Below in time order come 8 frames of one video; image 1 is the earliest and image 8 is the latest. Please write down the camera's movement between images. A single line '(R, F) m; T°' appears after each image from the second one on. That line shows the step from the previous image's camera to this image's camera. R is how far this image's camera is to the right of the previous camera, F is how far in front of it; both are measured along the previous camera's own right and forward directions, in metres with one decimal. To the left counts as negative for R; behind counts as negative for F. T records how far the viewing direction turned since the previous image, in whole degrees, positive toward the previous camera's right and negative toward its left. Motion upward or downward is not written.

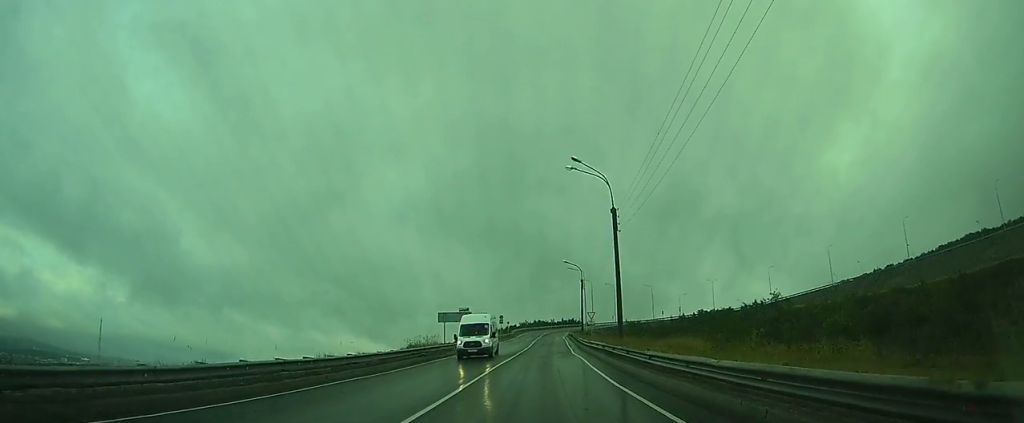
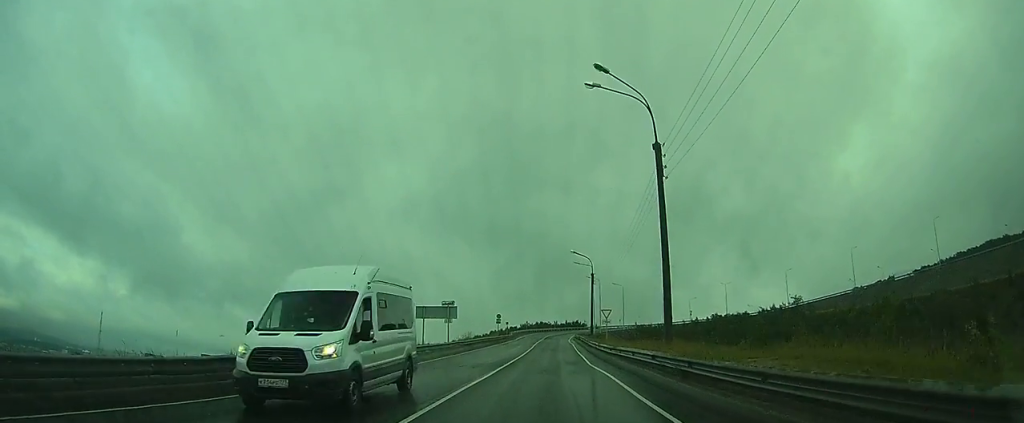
(-0.2, +11.9) m; +1°
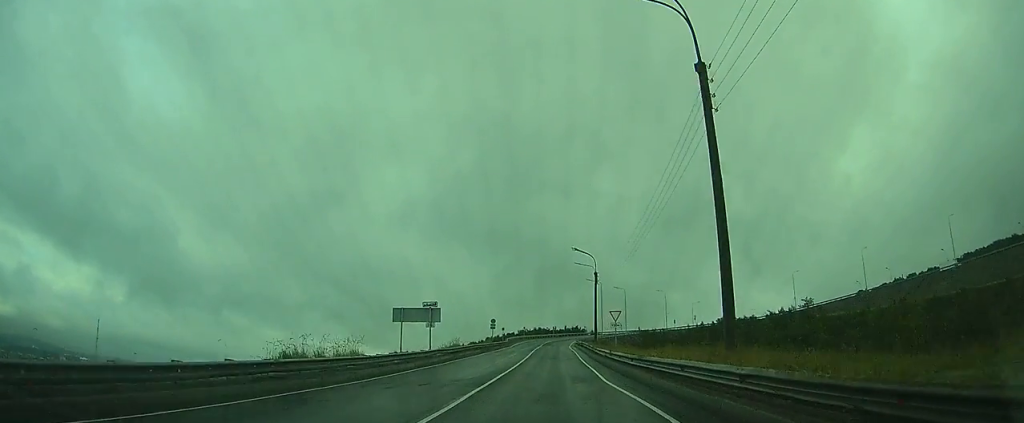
(-0.1, +7.0) m; +1°
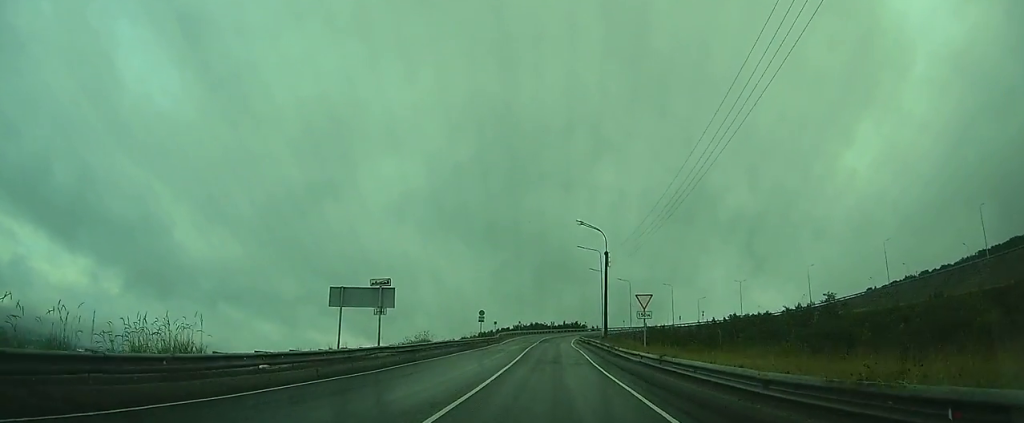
(+0.6, +12.2) m; +3°
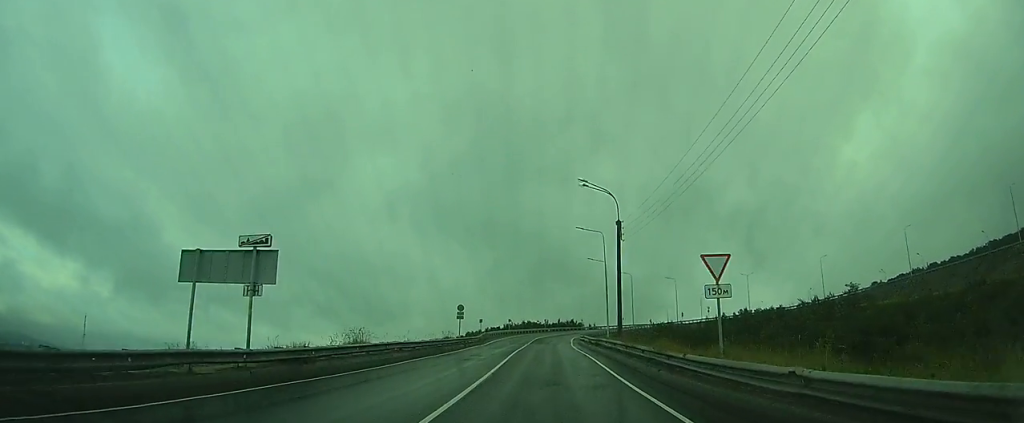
(+0.1, +12.5) m; 0°
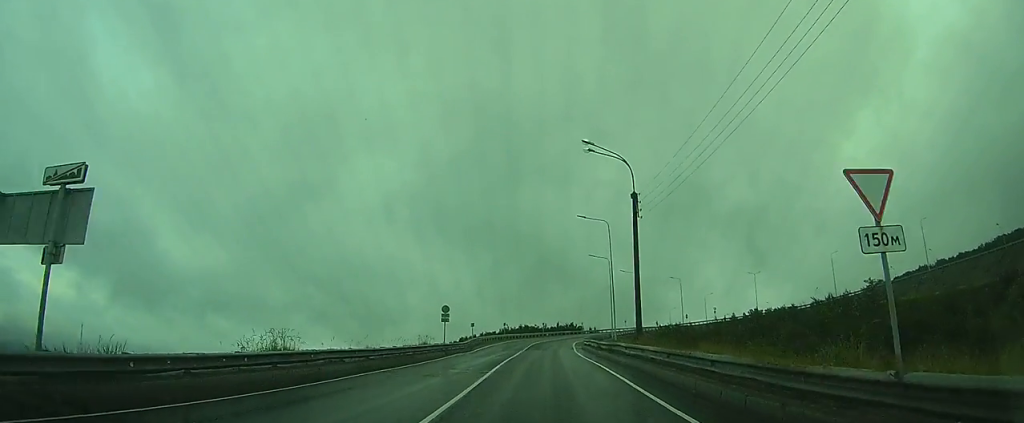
(0.0, +7.8) m; 0°
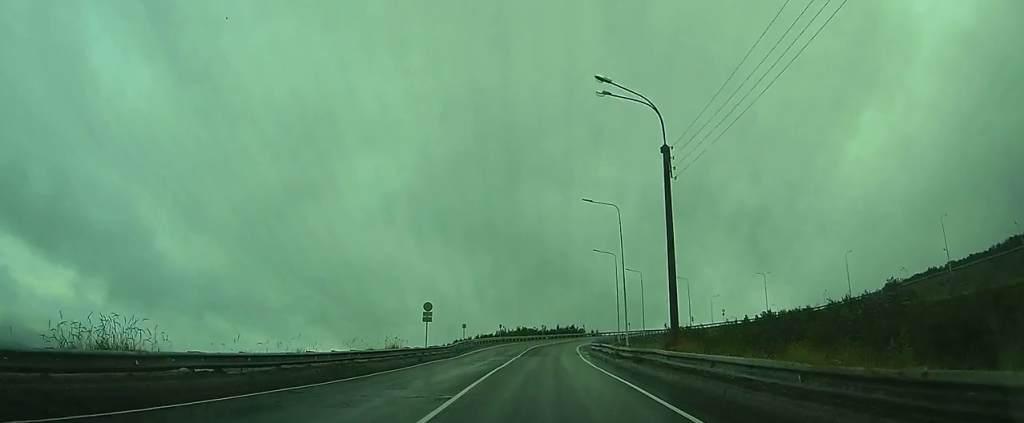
(0.0, +7.7) m; 0°
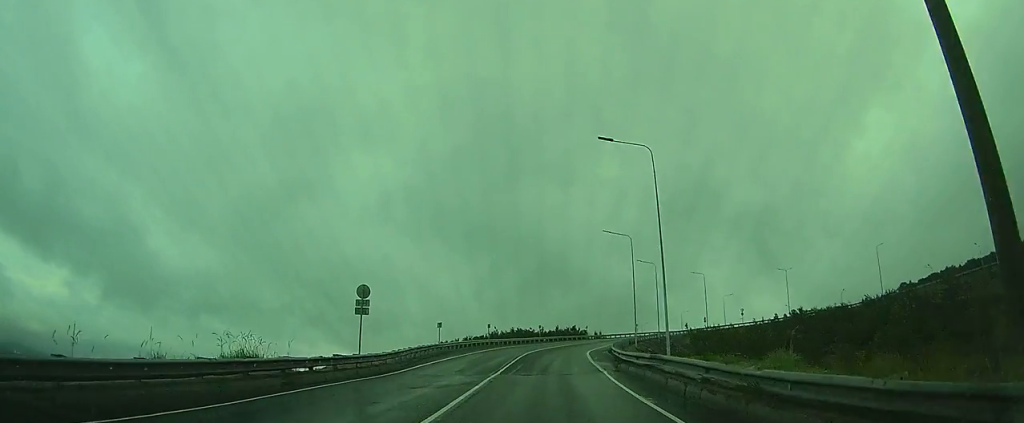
(0.0, +15.7) m; 0°
